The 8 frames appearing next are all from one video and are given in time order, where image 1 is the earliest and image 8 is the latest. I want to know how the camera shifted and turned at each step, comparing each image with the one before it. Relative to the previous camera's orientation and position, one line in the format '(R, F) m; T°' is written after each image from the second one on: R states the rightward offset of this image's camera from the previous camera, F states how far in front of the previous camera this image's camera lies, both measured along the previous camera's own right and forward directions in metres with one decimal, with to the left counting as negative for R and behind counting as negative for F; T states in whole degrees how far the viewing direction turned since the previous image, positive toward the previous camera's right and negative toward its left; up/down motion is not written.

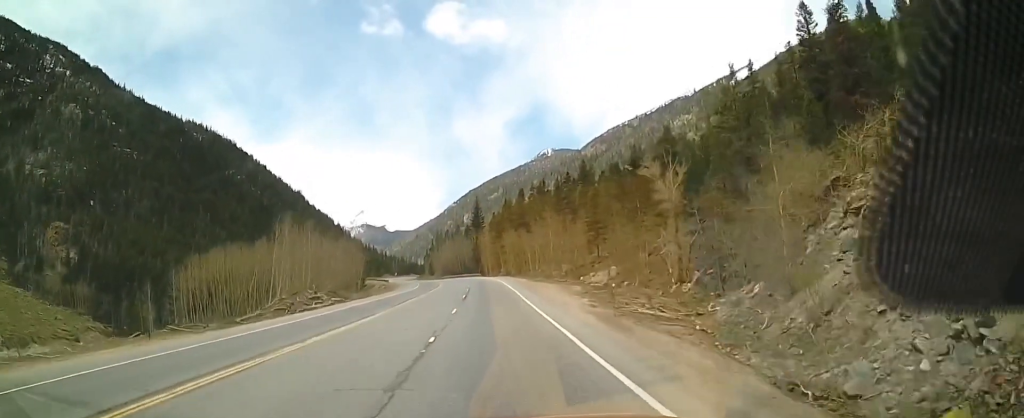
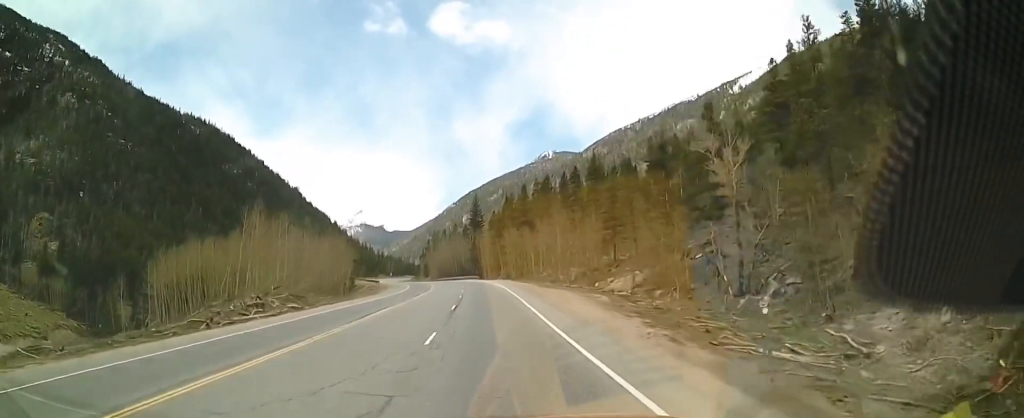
(+0.1, +10.7) m; -1°
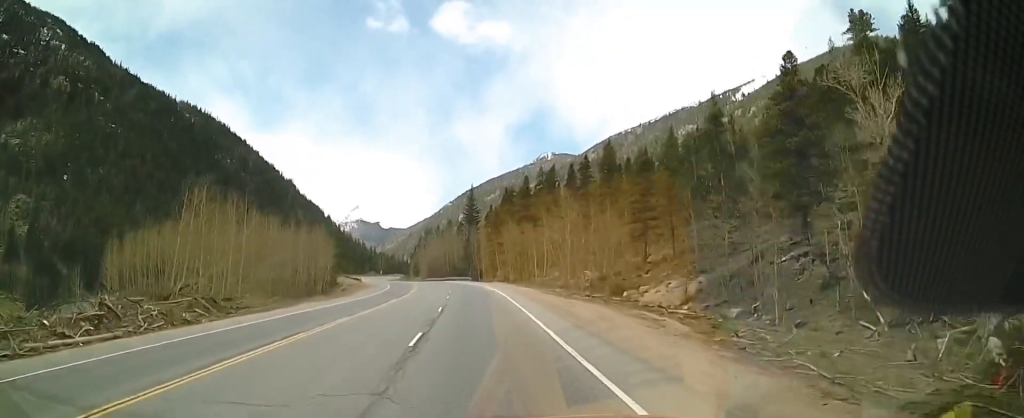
(-0.2, +14.1) m; 0°
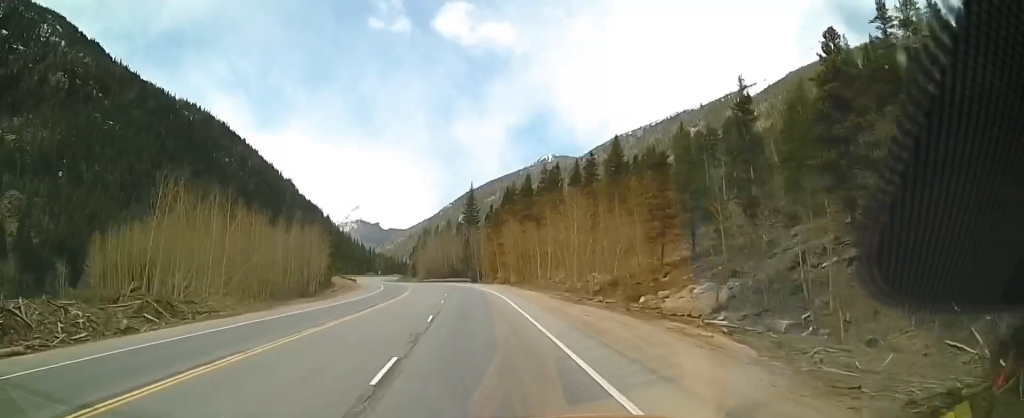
(0.0, +5.0) m; 0°
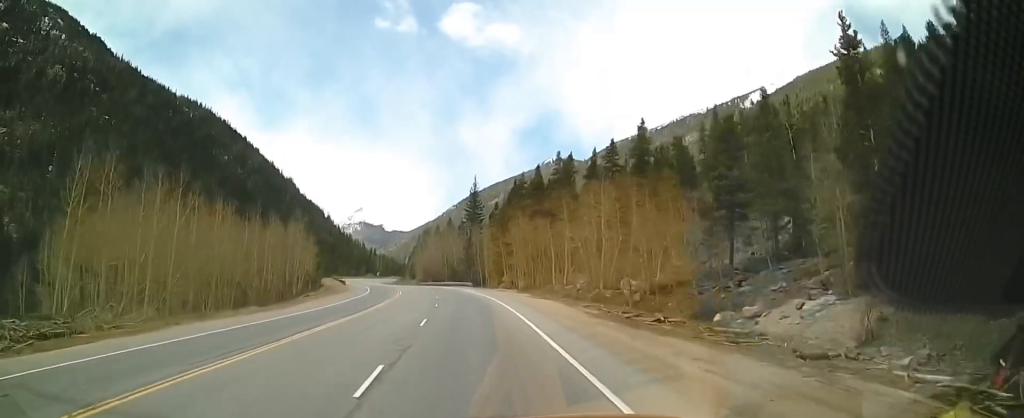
(+0.2, +12.8) m; +1°
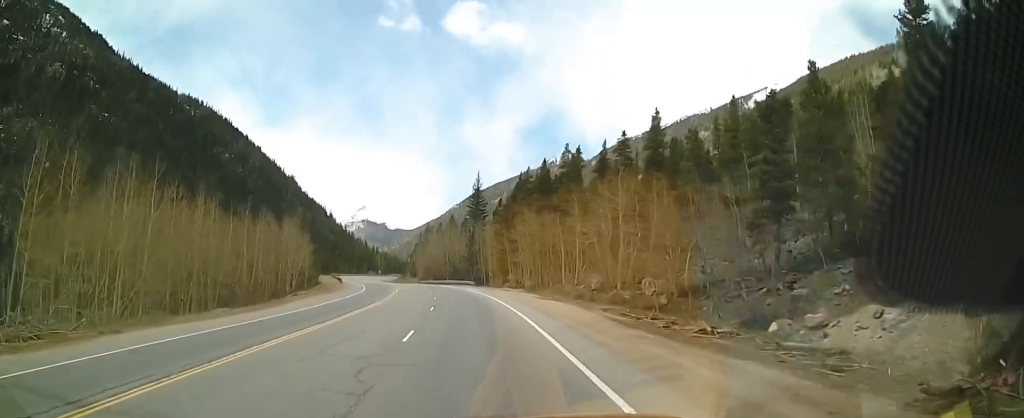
(0.0, +5.4) m; +1°
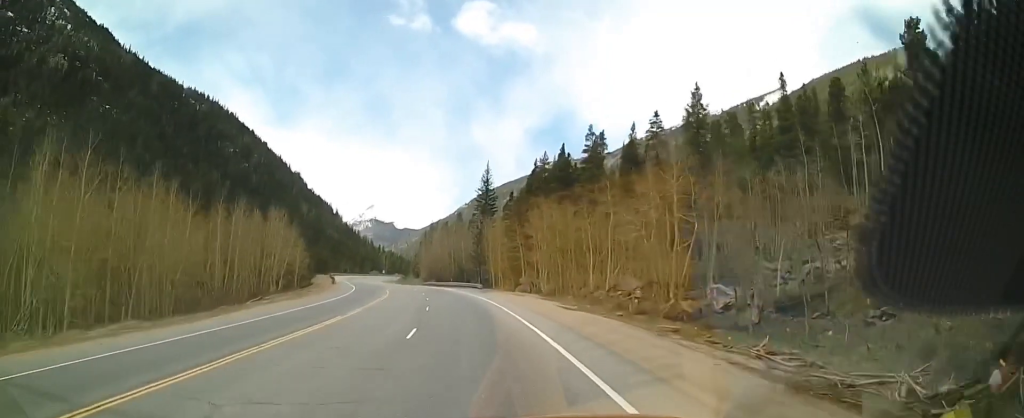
(+0.3, +11.6) m; -1°
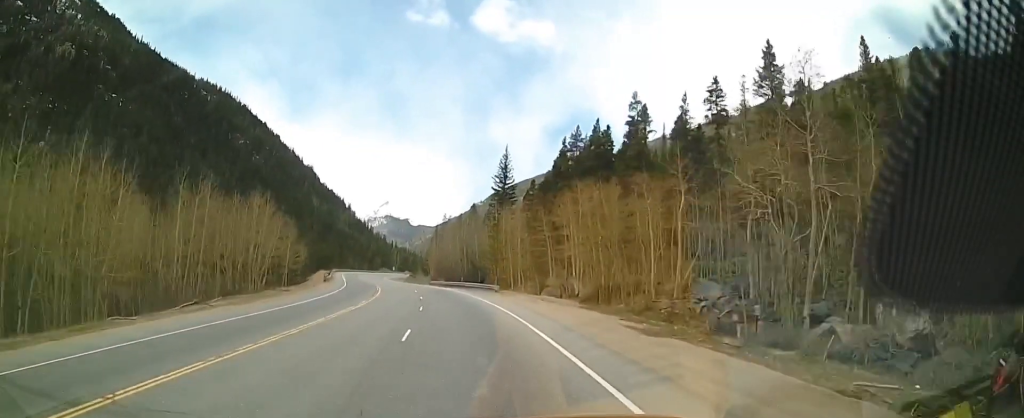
(-0.6, +14.1) m; -4°
